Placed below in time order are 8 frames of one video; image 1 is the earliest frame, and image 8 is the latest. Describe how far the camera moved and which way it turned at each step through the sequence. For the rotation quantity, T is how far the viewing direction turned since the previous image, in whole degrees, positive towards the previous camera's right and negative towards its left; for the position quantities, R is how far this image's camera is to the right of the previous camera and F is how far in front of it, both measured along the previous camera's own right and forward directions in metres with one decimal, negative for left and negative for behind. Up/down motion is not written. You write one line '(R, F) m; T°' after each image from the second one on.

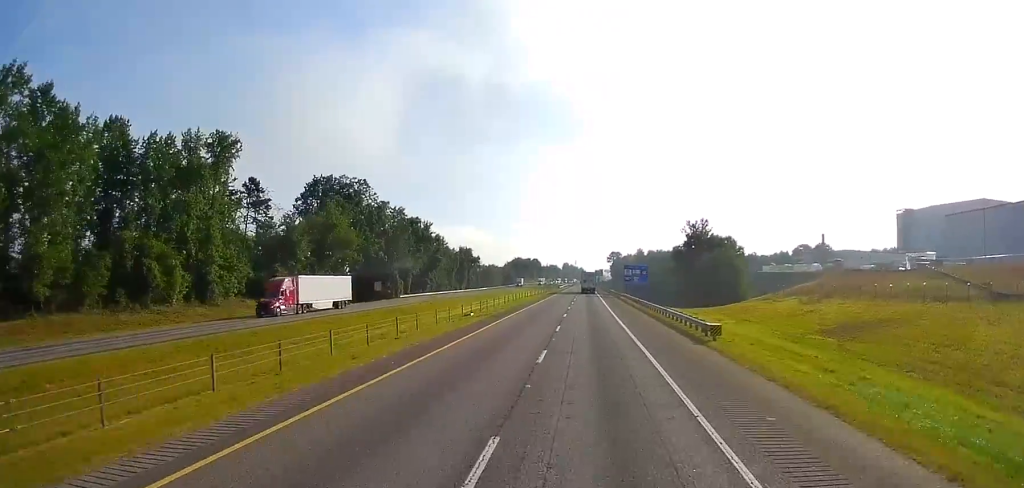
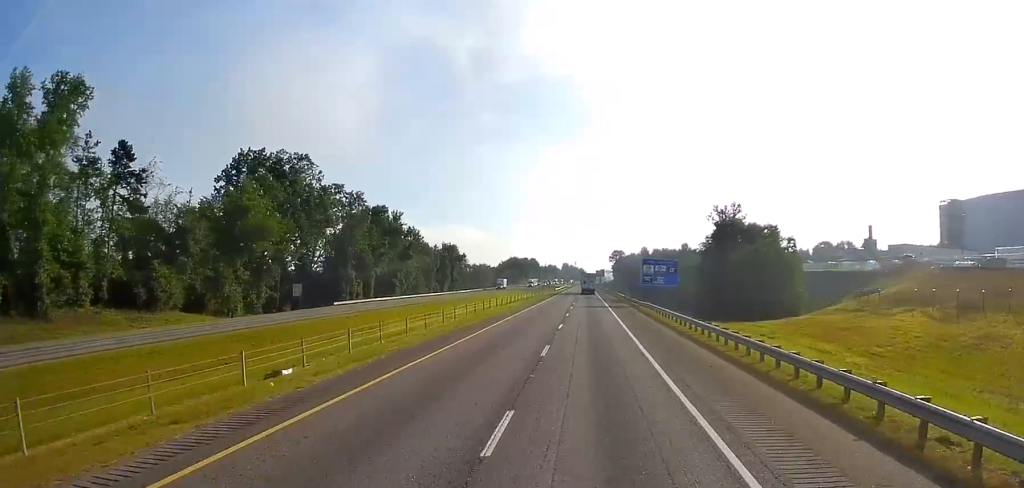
(-0.6, +34.3) m; 0°
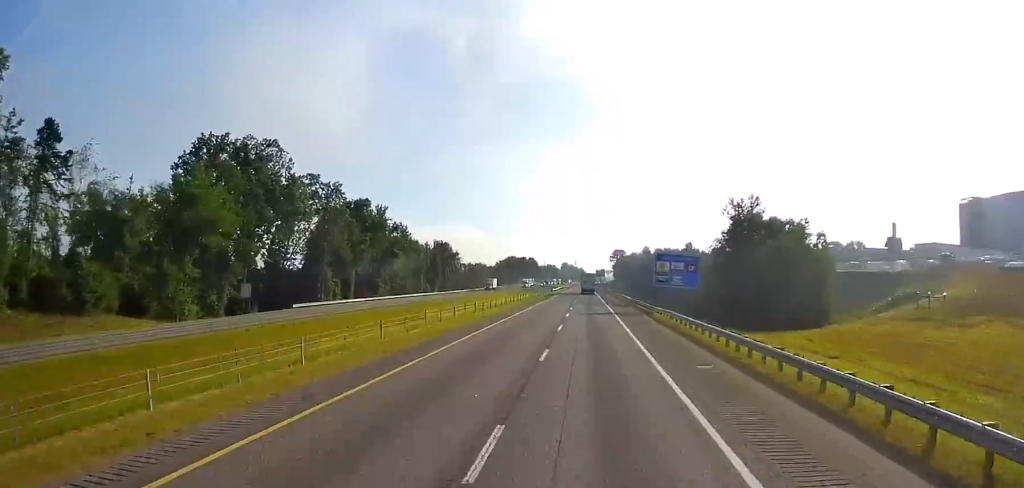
(+0.3, +13.7) m; 0°
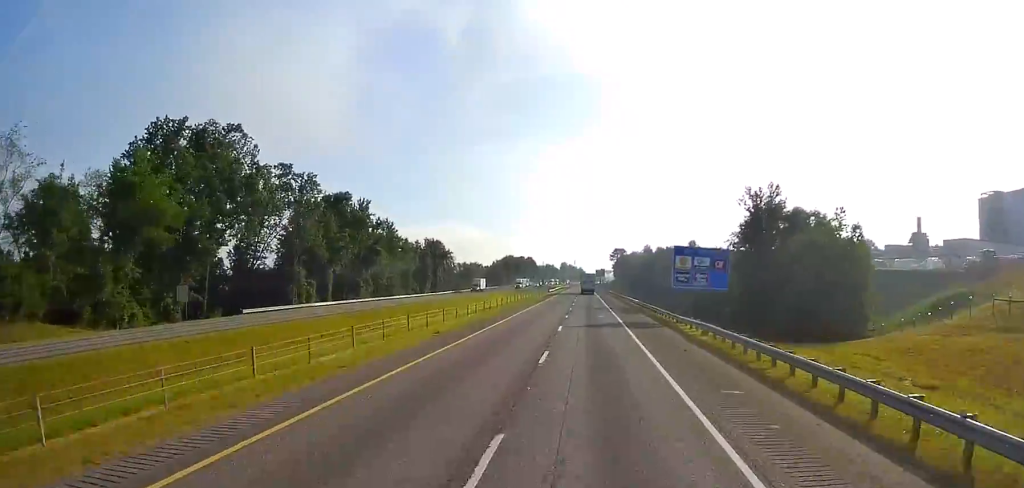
(+0.2, +12.8) m; 0°
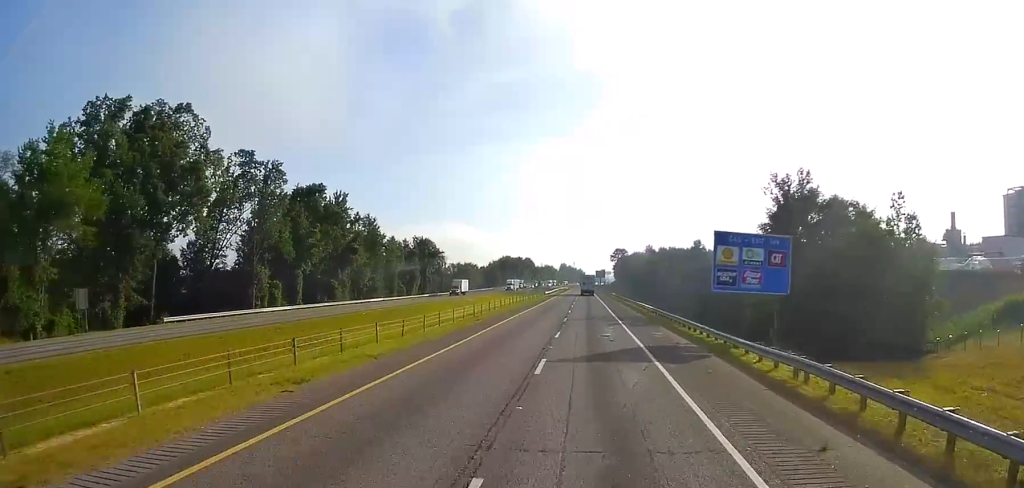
(-0.2, +14.7) m; 0°
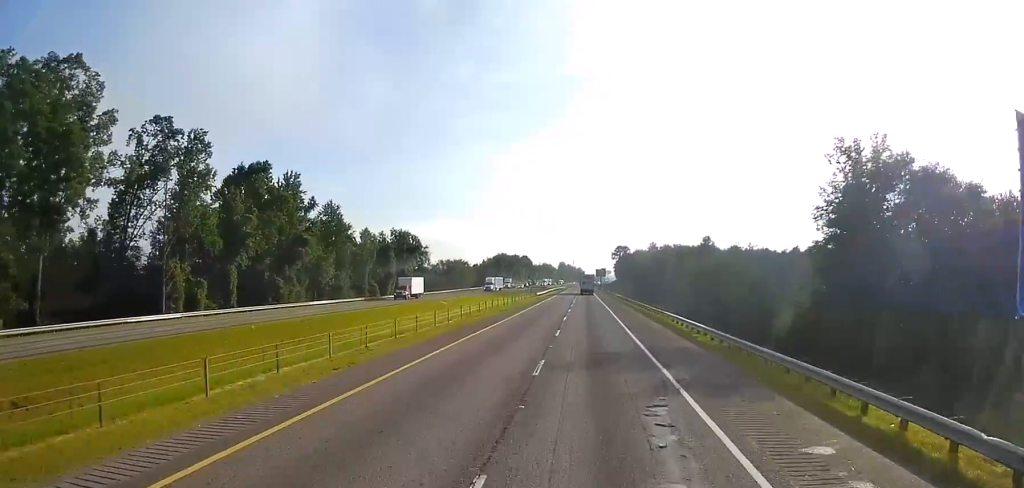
(-0.1, +24.1) m; 0°
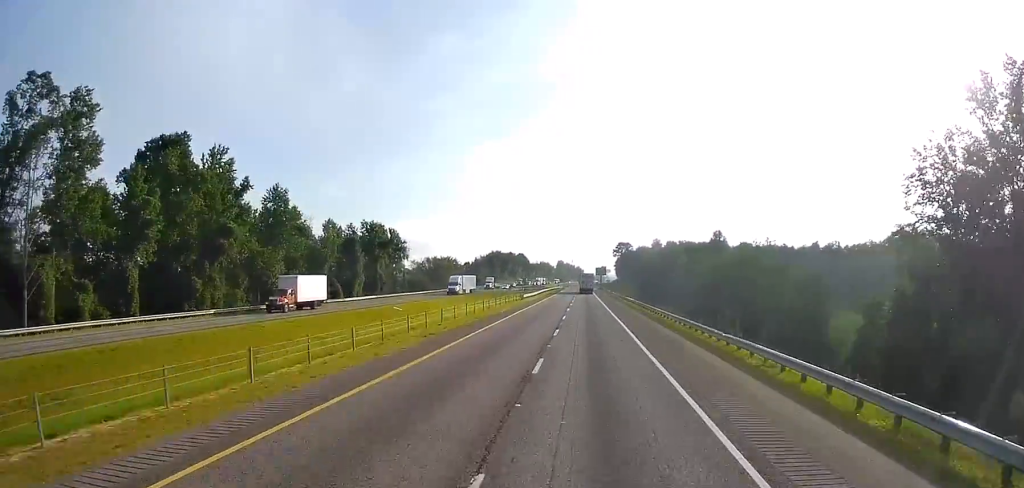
(0.0, +24.6) m; 0°
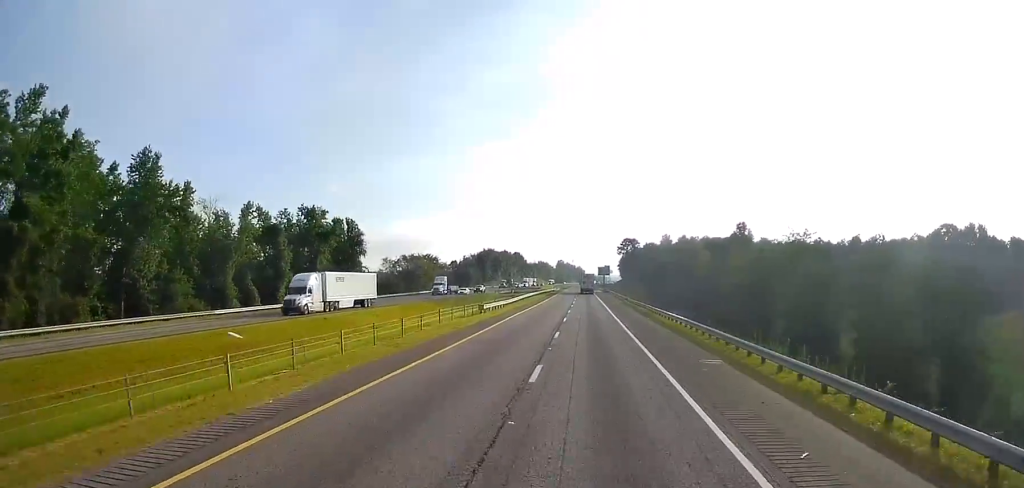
(0.0, +37.7) m; 0°
